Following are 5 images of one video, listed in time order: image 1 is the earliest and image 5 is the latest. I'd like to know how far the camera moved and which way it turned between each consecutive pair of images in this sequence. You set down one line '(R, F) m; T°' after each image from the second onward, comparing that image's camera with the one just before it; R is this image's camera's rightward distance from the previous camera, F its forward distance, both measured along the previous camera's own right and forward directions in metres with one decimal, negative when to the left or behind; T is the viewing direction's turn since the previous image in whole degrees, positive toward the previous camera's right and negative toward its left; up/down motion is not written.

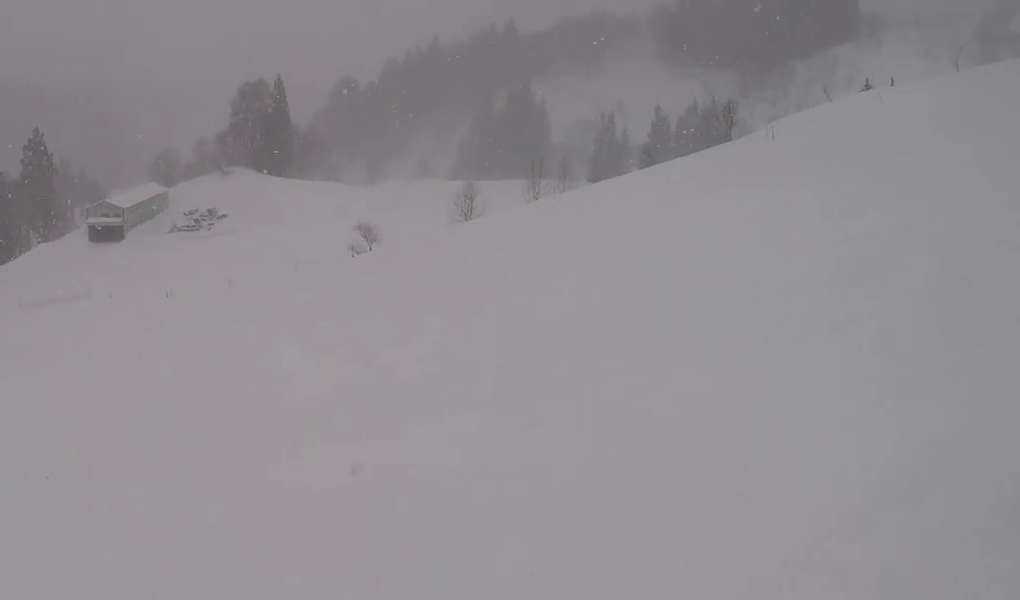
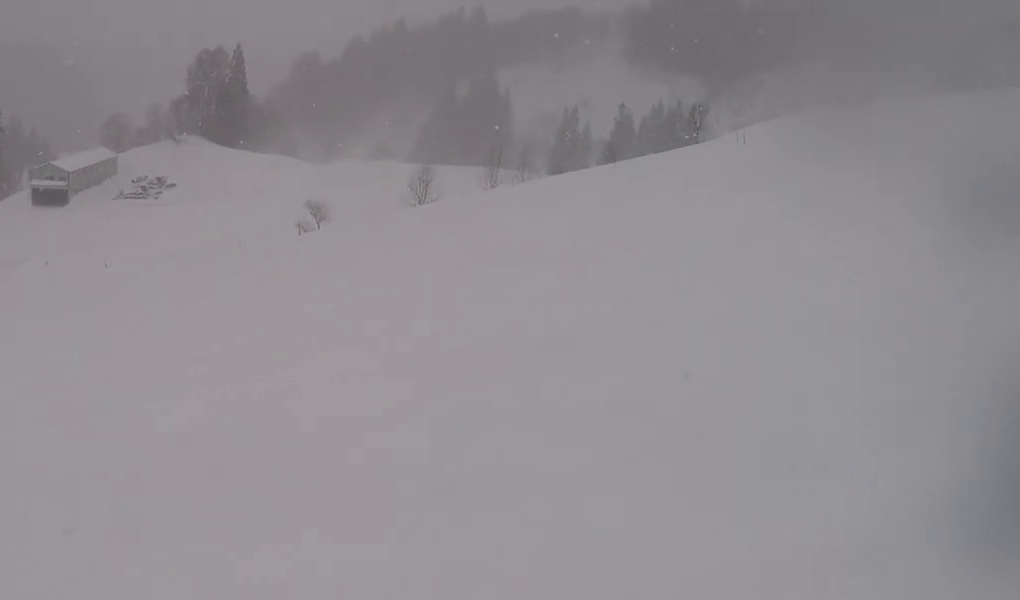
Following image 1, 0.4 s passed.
(0.0, +2.1) m; 0°
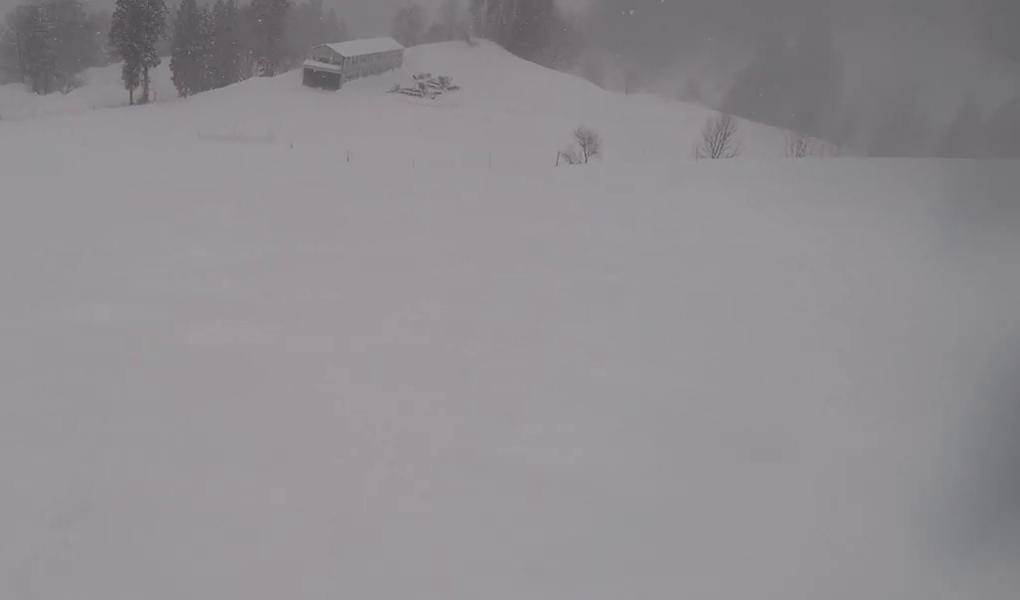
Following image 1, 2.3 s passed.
(-0.9, +9.0) m; -34°
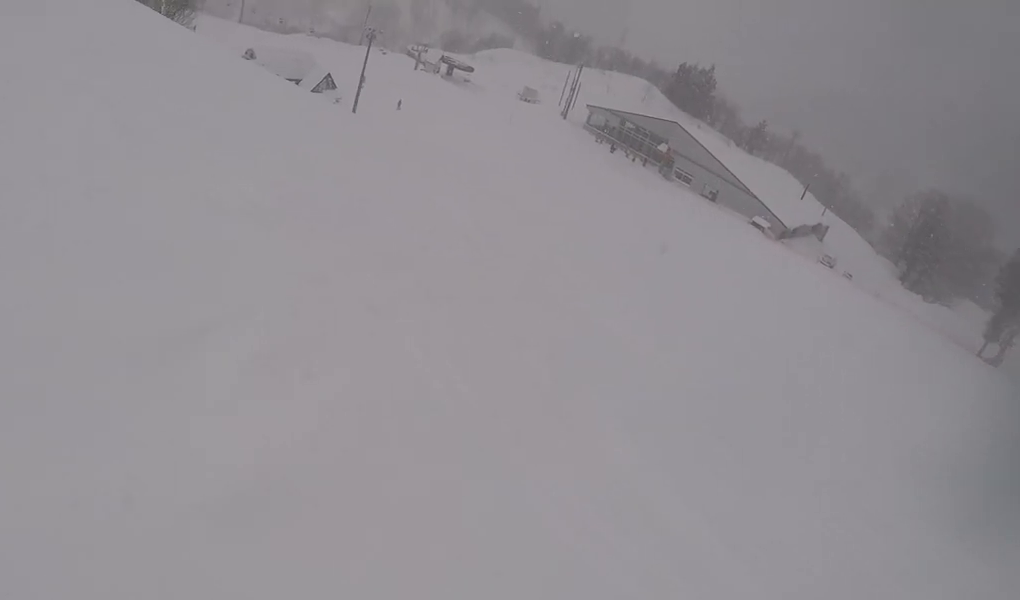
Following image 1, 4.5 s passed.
(-7.6, +5.2) m; -88°
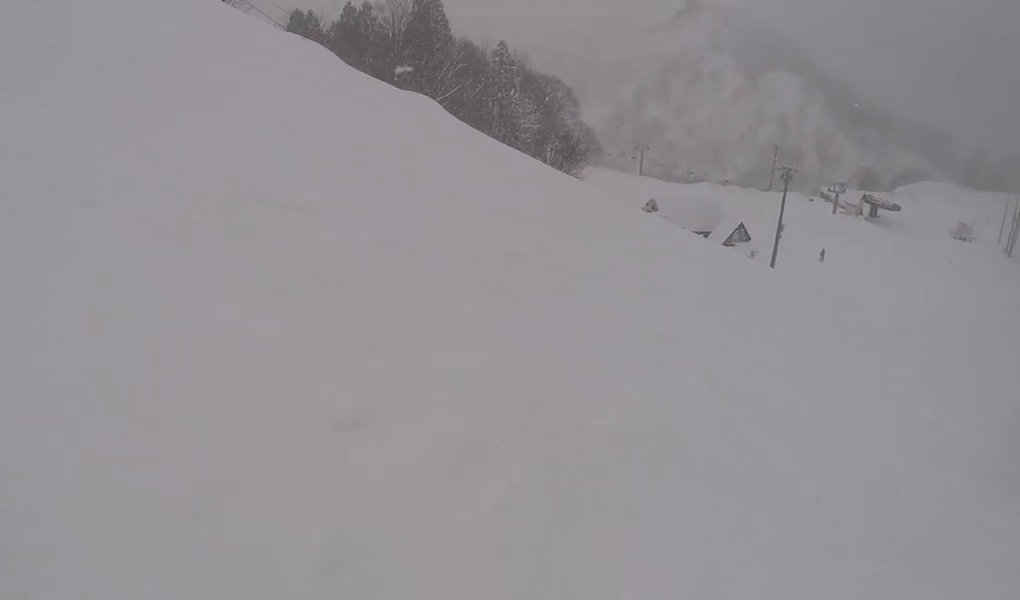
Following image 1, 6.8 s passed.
(-1.2, +11.3) m; -7°
